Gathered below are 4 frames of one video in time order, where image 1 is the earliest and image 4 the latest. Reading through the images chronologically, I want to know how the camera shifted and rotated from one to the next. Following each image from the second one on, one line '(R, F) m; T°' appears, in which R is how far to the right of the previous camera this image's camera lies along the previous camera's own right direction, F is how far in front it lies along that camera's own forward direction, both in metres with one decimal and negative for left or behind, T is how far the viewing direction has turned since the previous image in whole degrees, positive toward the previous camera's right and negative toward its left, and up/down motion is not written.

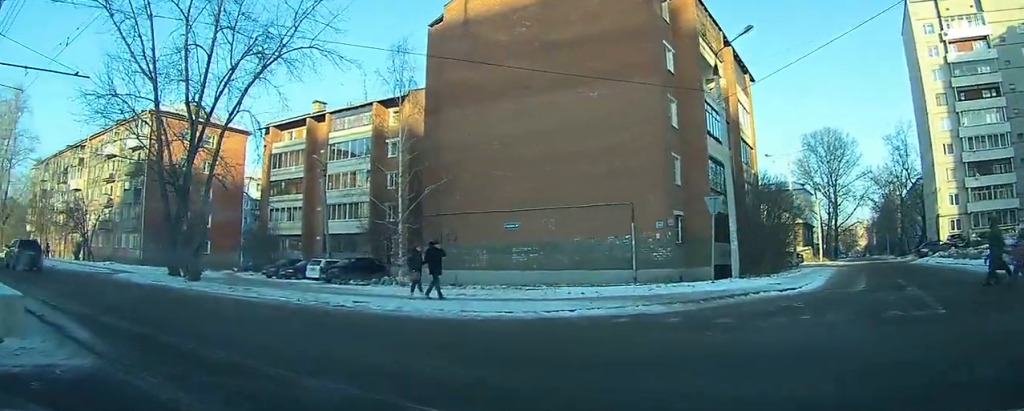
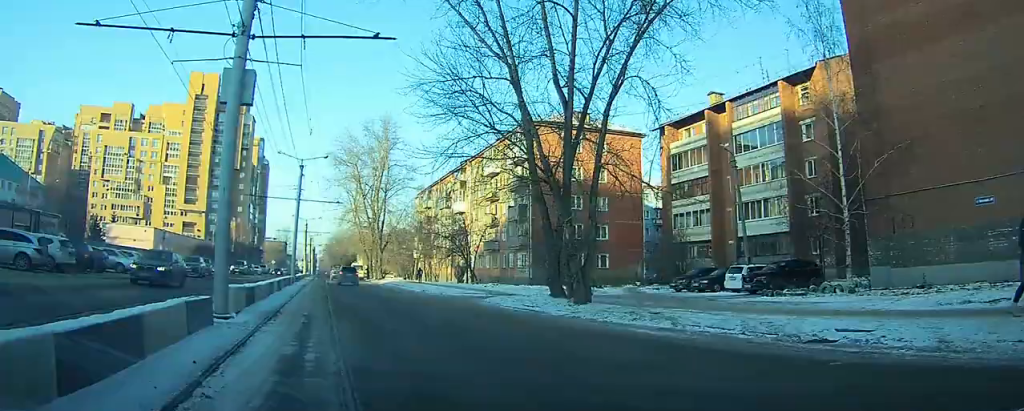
(-2.1, +6.6) m; -34°
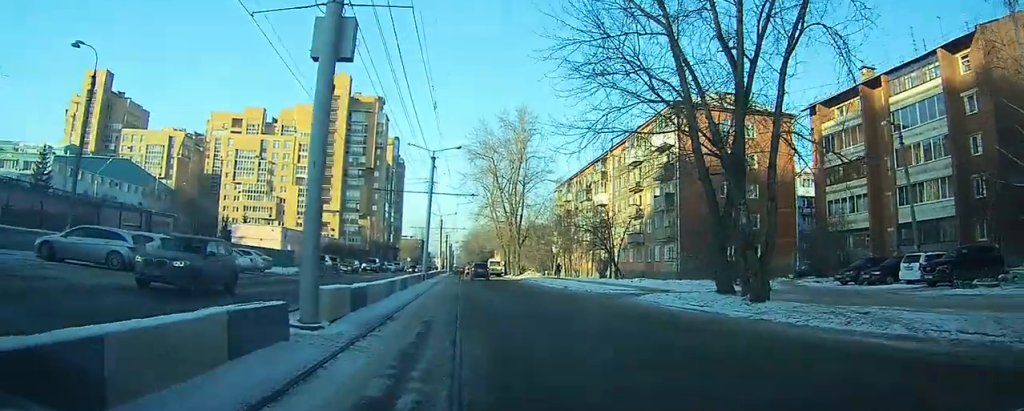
(-0.3, +3.0) m; -8°
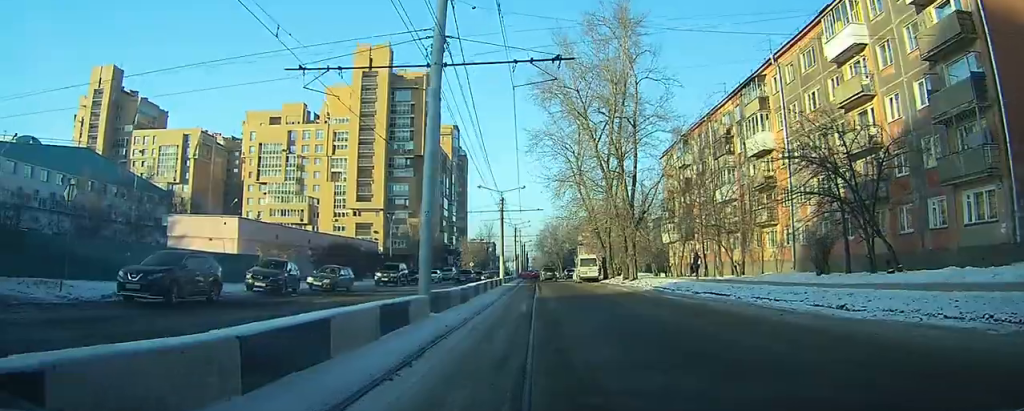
(-5.6, +26.5) m; -16°
